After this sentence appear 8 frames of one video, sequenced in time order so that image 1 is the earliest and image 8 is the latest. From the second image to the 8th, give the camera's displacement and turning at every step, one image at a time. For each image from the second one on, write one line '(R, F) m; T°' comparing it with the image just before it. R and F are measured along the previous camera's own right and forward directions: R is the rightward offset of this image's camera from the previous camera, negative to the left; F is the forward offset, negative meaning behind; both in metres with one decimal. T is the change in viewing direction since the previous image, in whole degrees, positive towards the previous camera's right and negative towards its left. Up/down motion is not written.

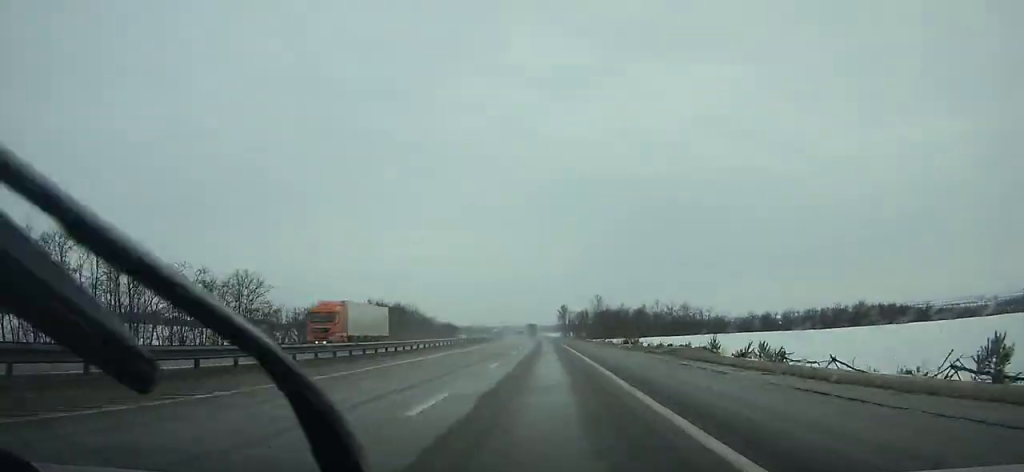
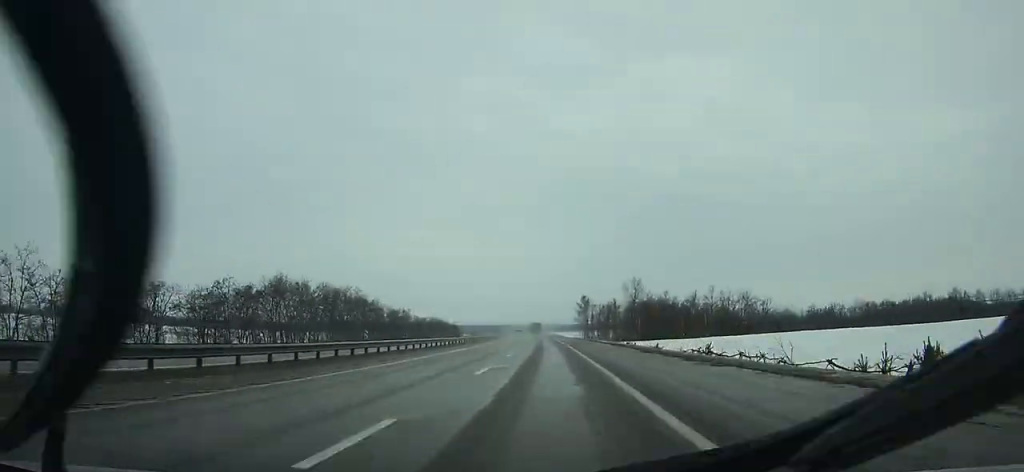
(-4.5, +73.1) m; +3°
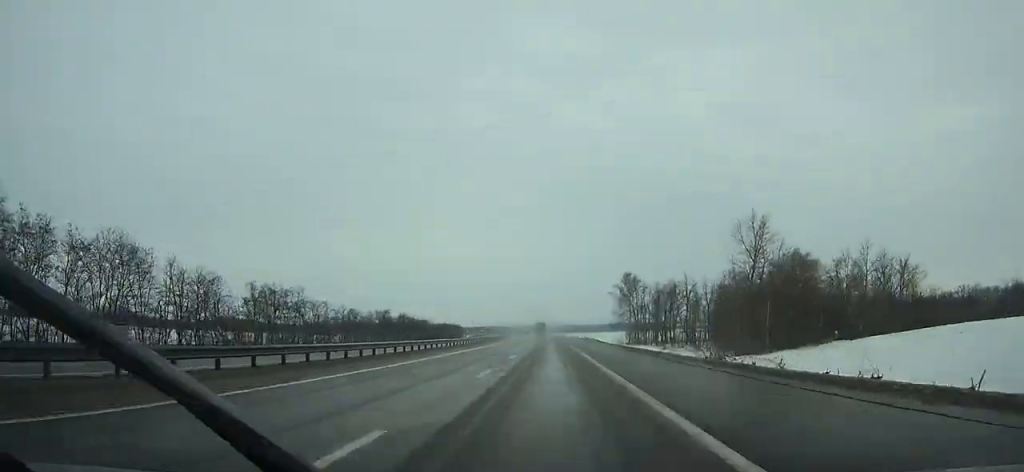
(+14.2, +92.4) m; +9°
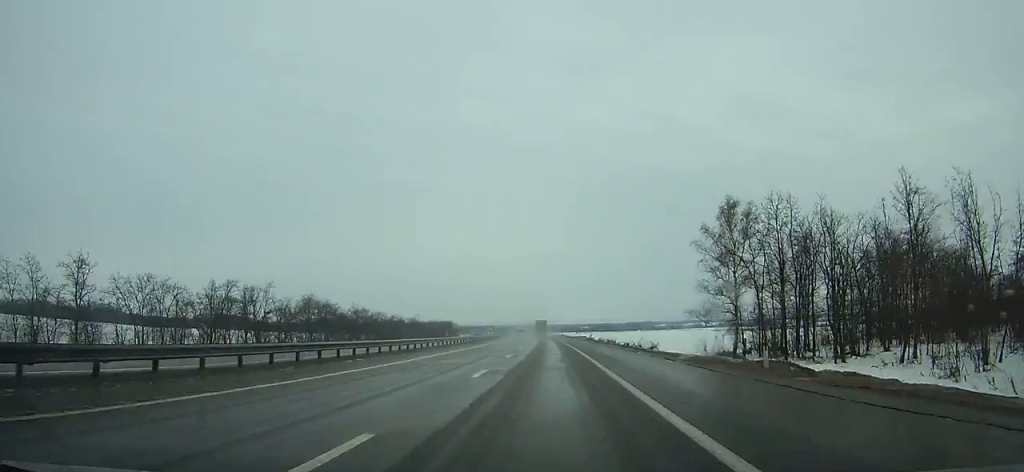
(+1.3, +75.9) m; 0°
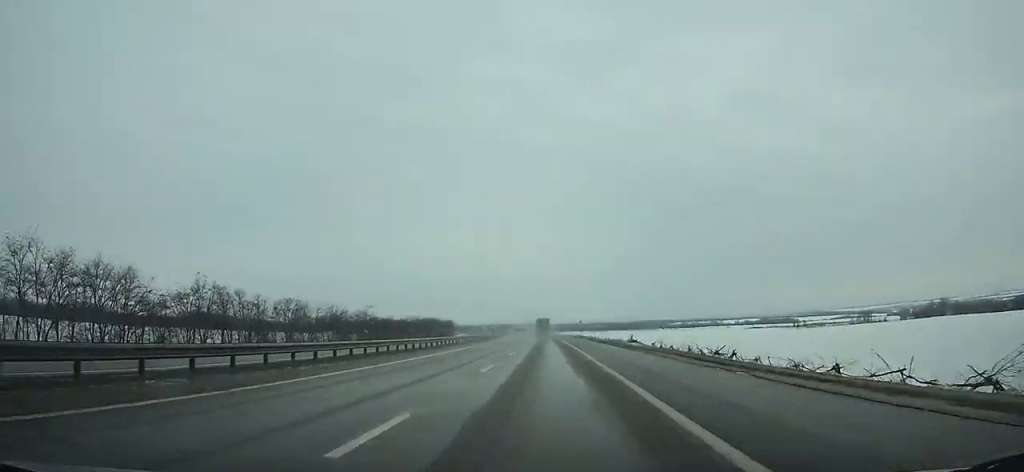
(-1.0, +59.2) m; -2°
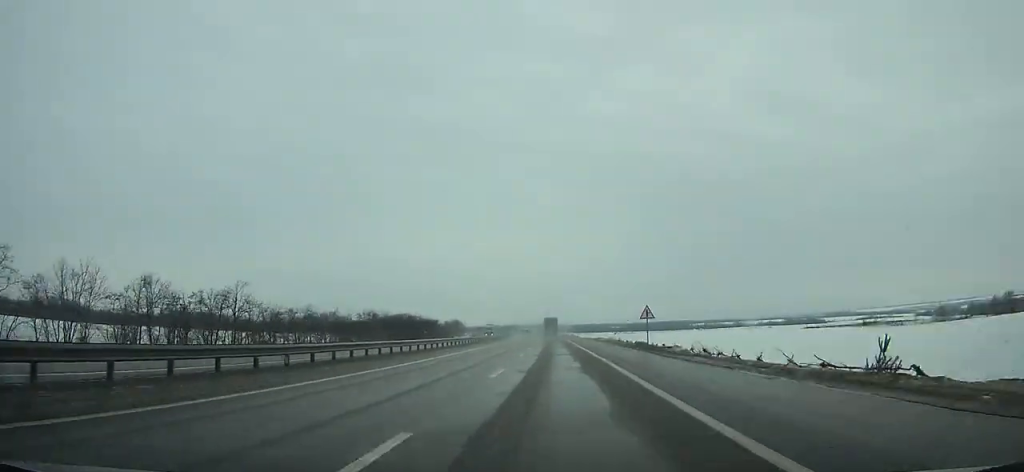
(-1.0, +61.8) m; -1°
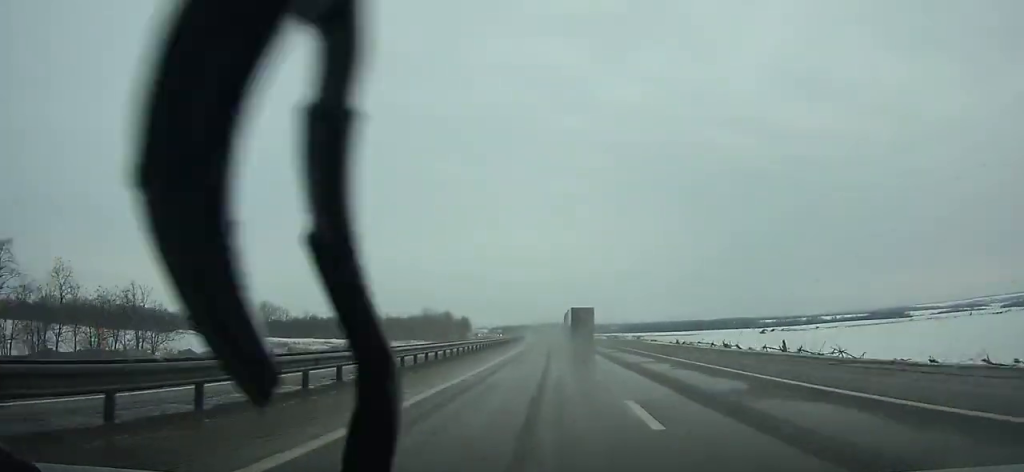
(-7.6, +212.1) m; -4°
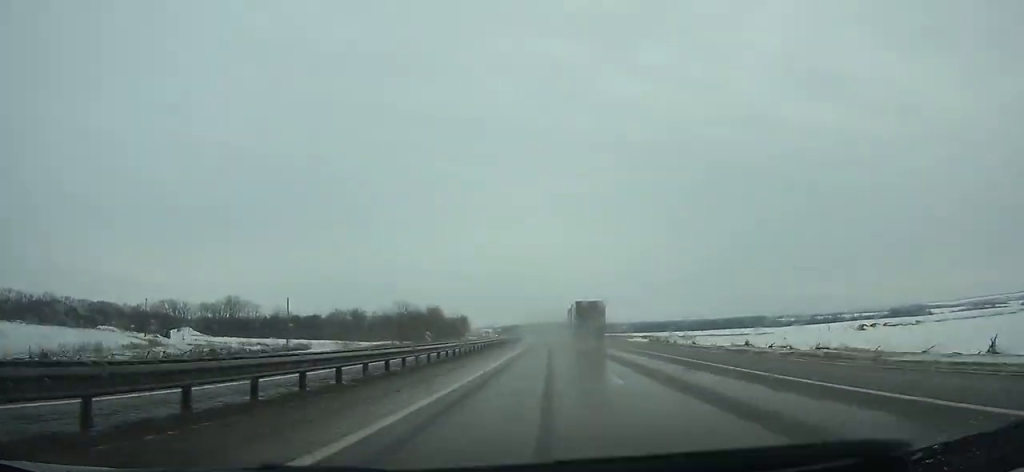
(-0.4, +50.5) m; -1°
